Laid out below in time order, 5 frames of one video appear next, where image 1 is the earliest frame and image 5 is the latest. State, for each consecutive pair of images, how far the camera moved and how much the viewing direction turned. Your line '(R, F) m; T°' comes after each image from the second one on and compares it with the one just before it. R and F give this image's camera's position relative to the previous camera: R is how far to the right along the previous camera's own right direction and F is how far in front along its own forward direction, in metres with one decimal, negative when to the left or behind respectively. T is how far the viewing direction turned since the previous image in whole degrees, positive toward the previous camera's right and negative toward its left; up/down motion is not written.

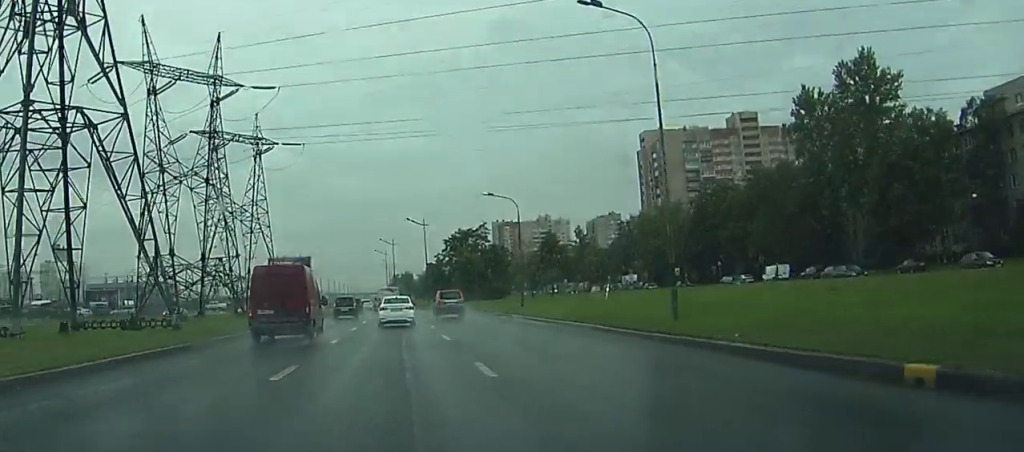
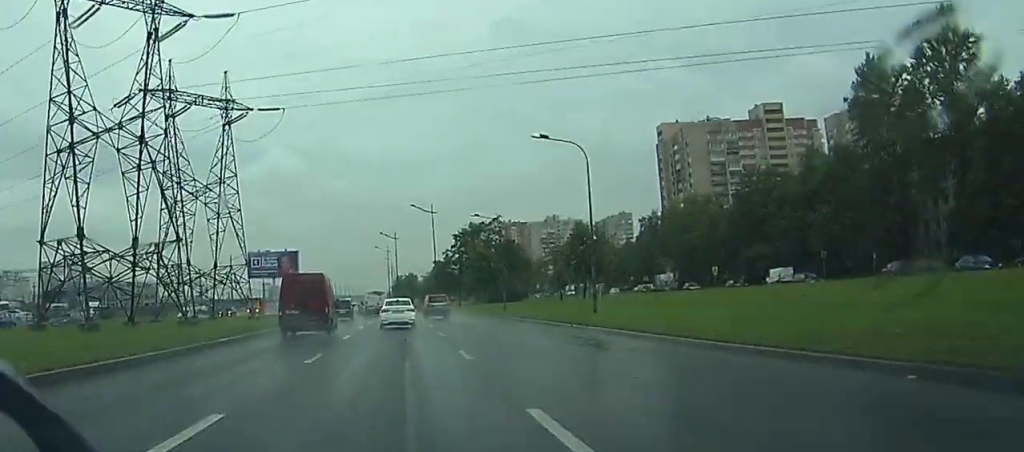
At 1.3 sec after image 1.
(0.0, +18.5) m; 0°
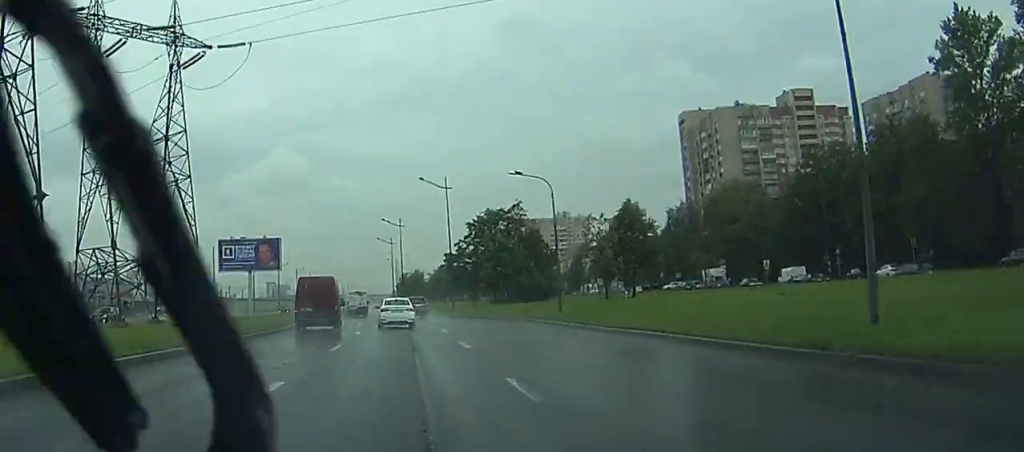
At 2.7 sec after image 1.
(-0.2, +19.6) m; -1°
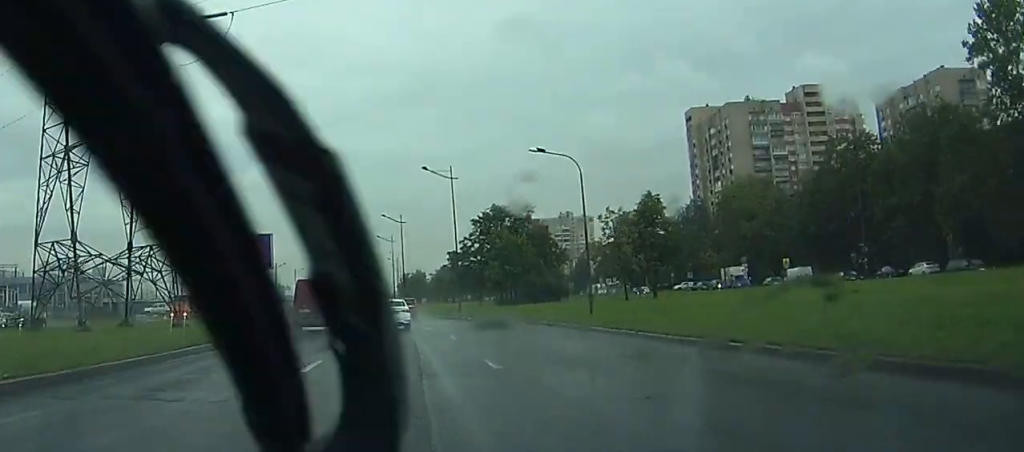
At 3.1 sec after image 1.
(-0.1, +6.5) m; 0°
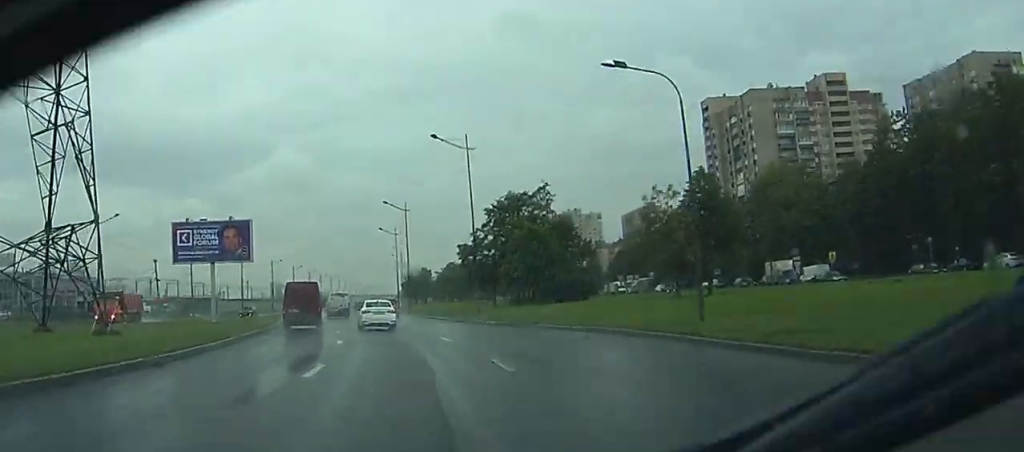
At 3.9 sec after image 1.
(0.0, +12.9) m; 0°
